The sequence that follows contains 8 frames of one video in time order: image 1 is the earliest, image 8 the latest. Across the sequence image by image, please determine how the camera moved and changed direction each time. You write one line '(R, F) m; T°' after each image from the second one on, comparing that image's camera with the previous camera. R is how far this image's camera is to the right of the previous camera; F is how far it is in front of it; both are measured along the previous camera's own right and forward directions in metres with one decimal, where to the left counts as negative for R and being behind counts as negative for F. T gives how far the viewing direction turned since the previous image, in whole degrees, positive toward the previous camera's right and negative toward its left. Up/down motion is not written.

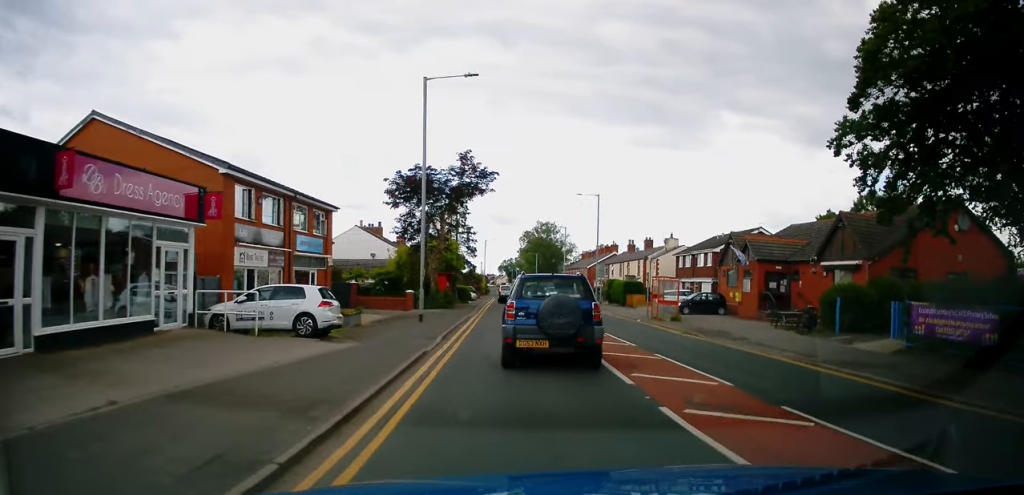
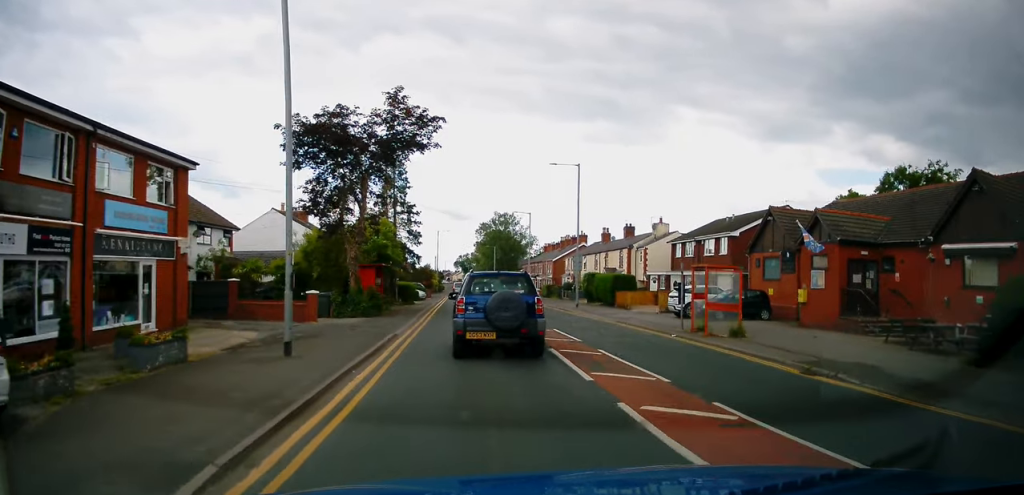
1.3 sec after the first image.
(+0.9, +11.7) m; +7°
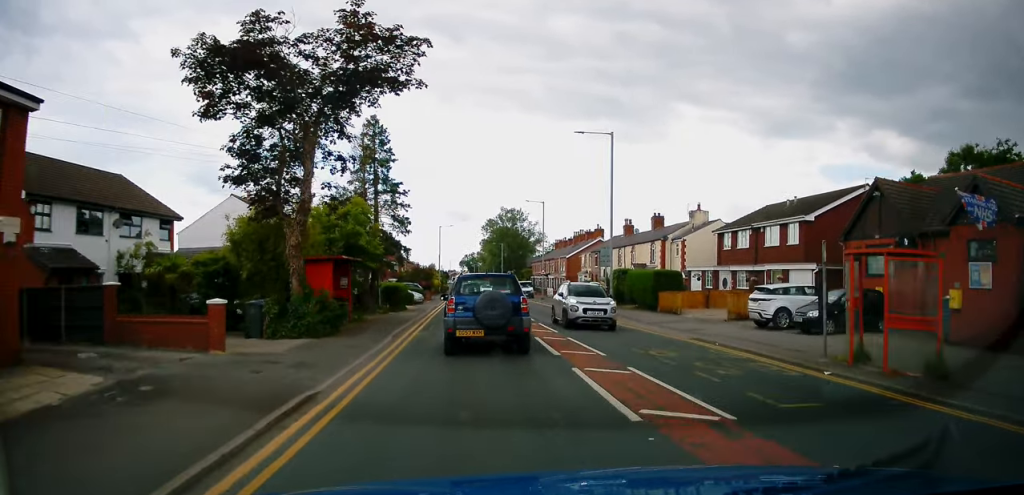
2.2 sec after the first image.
(+0.3, +8.6) m; -1°
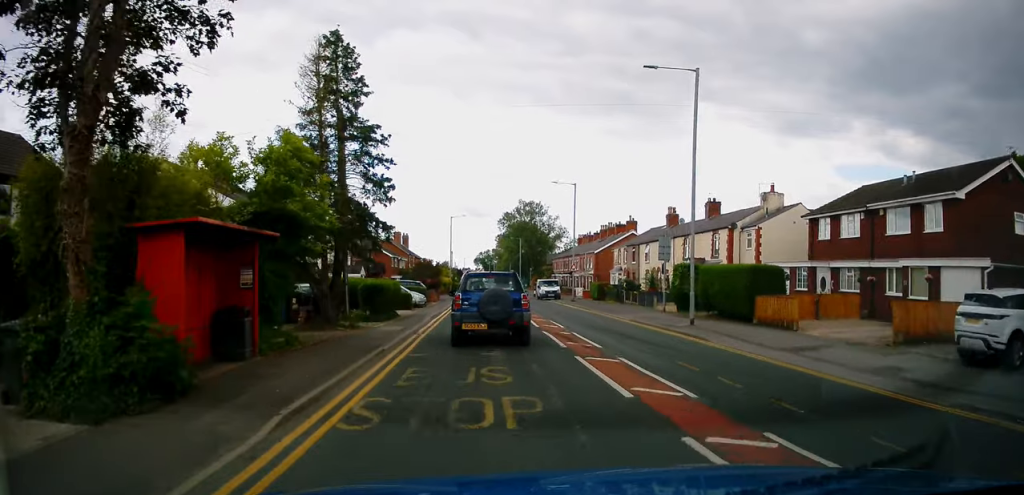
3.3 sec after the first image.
(-0.4, +10.6) m; -2°
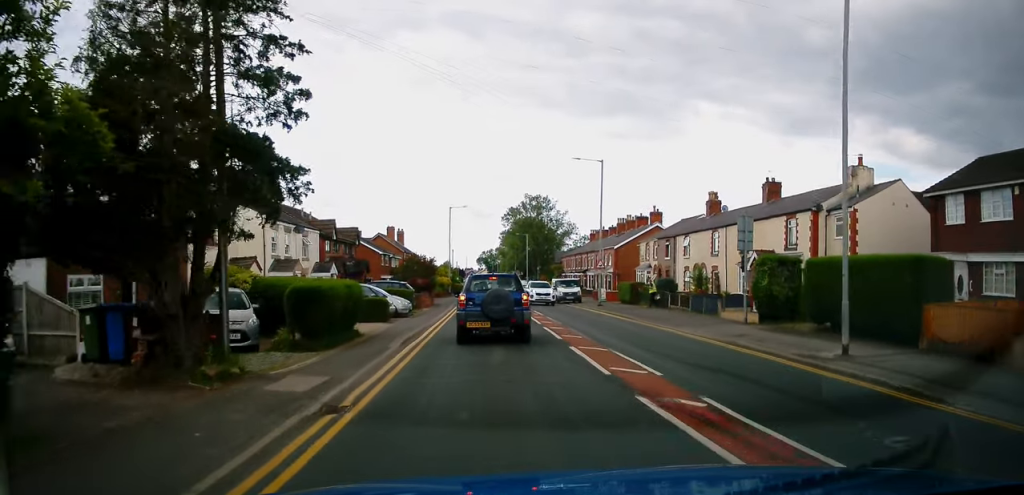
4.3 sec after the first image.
(+0.2, +9.9) m; 0°
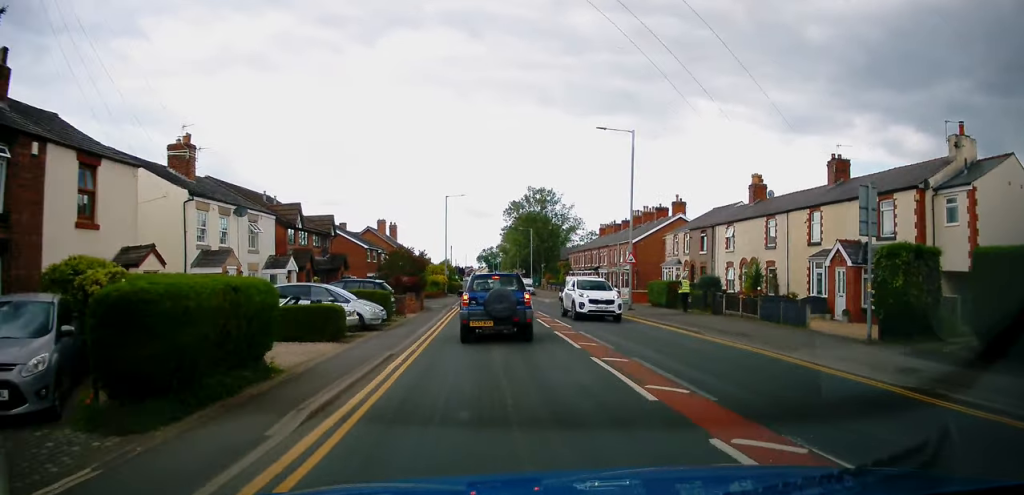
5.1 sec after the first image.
(-0.2, +8.2) m; 0°
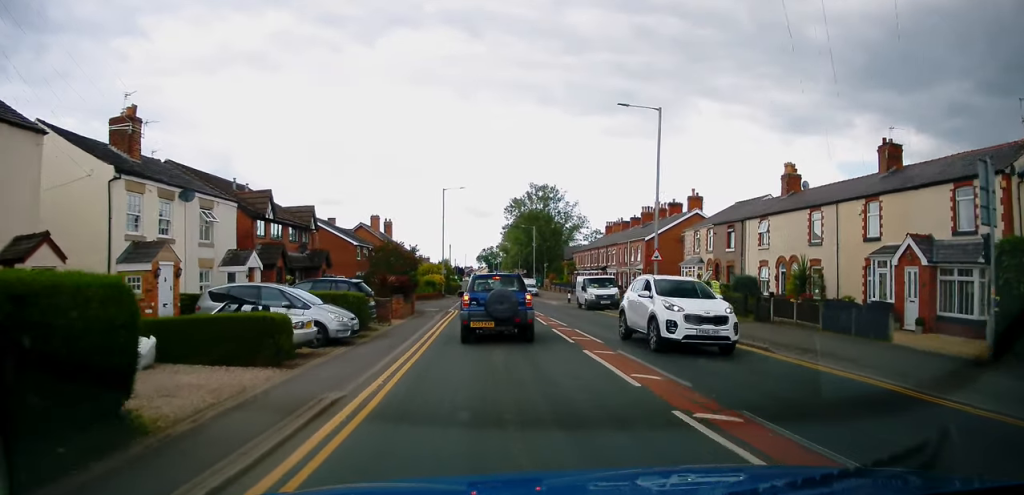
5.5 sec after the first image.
(0.0, +4.6) m; 0°
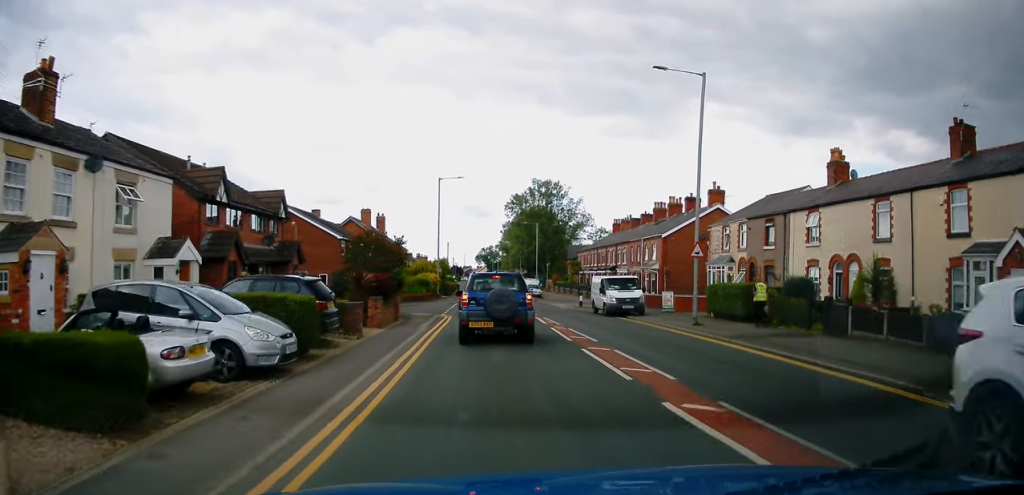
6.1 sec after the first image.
(+0.1, +5.4) m; 0°
